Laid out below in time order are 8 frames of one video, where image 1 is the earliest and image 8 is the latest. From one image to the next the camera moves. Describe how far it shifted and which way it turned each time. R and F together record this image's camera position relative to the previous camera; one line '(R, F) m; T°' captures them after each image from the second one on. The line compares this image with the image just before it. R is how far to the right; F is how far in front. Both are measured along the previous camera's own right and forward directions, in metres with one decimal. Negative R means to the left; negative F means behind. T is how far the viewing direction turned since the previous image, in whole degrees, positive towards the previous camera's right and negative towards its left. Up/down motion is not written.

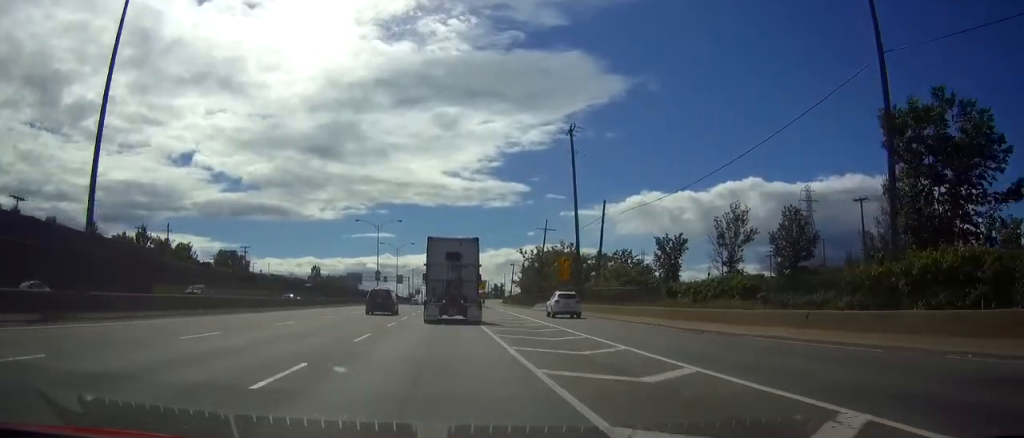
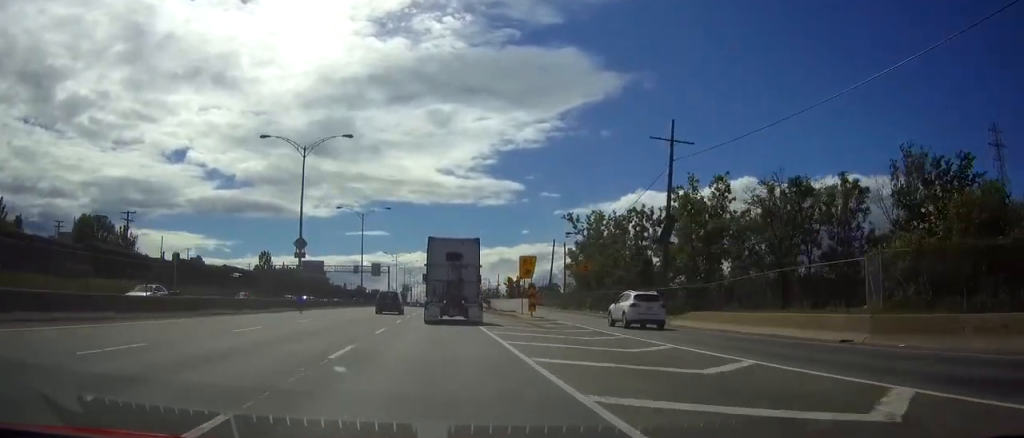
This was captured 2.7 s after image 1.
(+0.2, +58.7) m; 0°
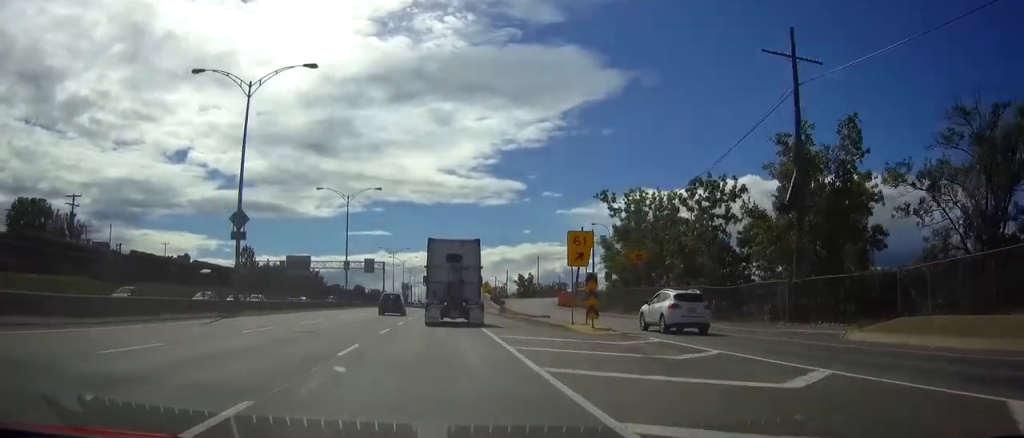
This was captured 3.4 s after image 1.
(+0.1, +16.9) m; 0°
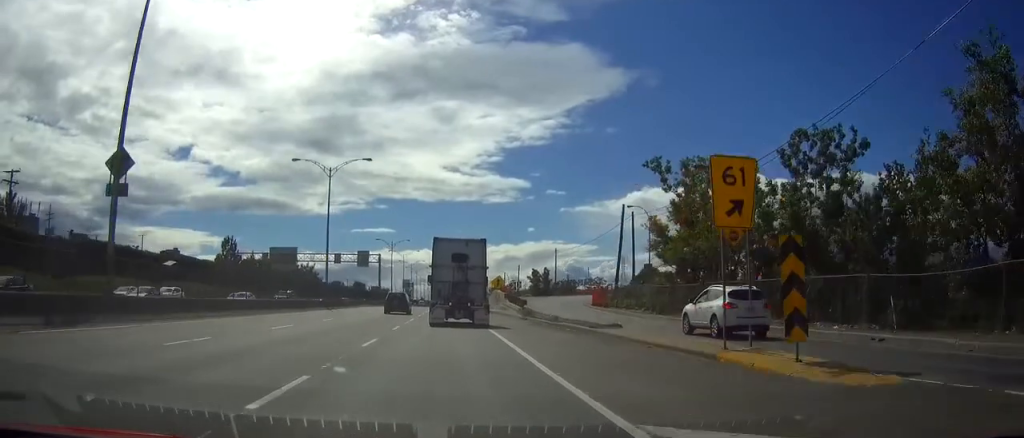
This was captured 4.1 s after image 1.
(0.0, +15.4) m; 0°
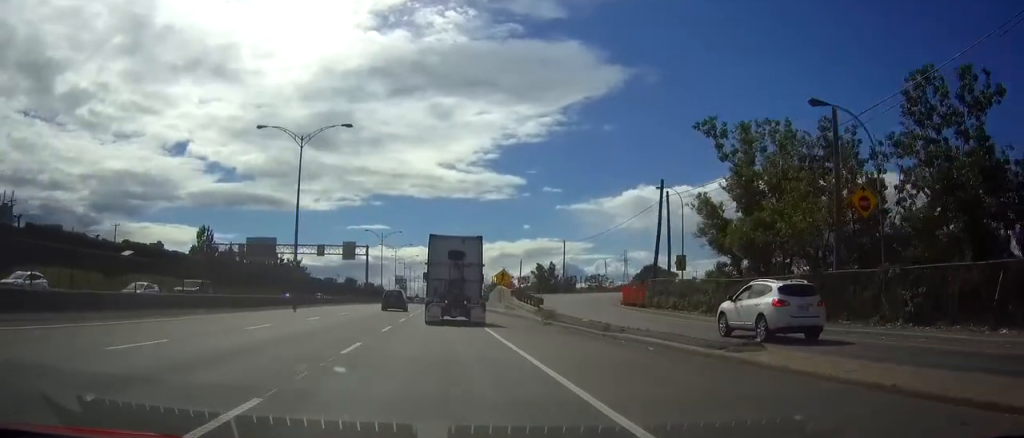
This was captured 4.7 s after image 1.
(0.0, +11.7) m; 0°
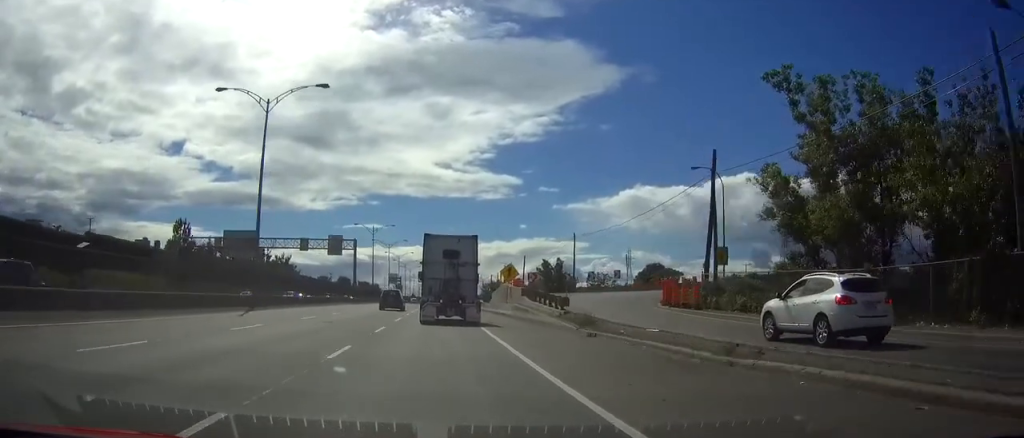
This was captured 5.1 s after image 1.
(-0.1, +10.1) m; 0°
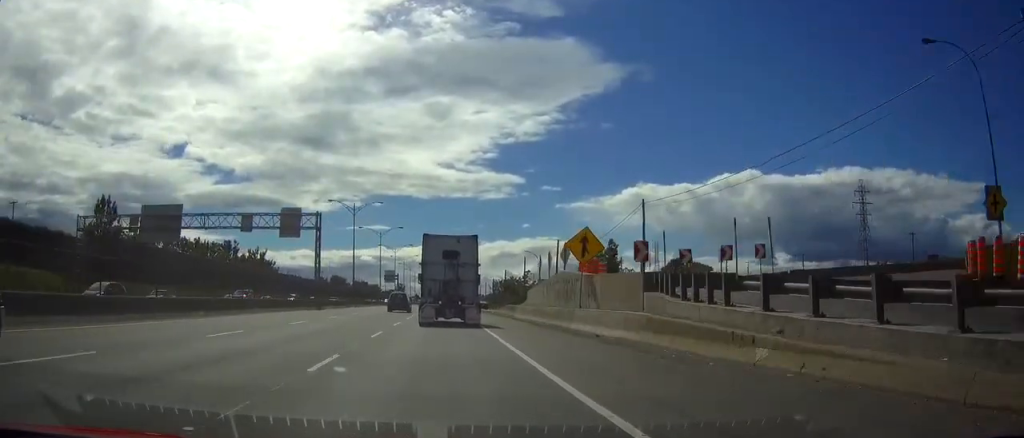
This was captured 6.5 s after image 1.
(+0.1, +29.4) m; +1°
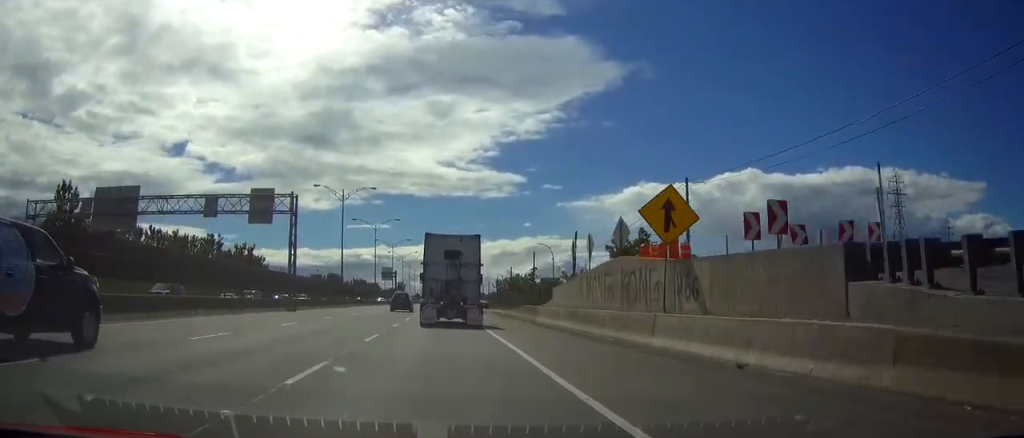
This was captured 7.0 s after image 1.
(0.0, +10.6) m; 0°
